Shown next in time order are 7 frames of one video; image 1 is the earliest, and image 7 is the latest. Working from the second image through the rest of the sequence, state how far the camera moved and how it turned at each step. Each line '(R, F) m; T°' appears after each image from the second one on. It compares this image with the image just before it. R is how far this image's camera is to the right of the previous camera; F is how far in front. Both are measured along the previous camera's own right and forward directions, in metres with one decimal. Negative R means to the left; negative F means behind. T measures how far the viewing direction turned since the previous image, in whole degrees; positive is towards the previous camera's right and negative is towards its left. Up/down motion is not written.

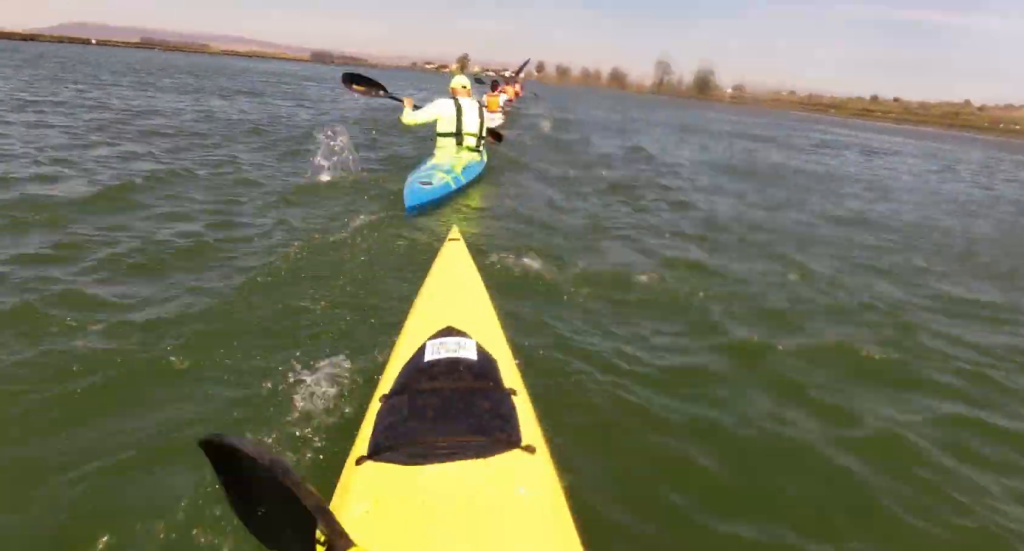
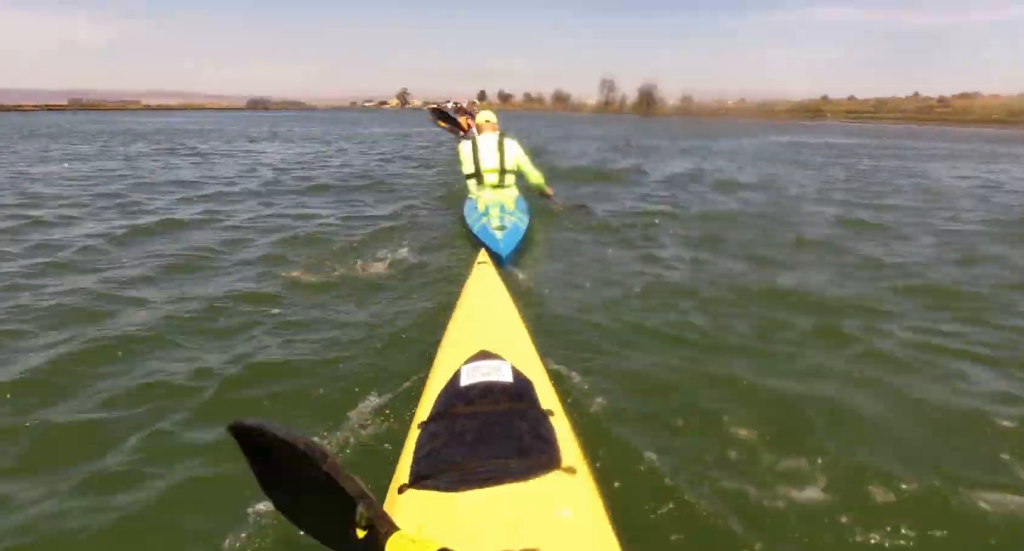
(+2.1, +12.7) m; +10°
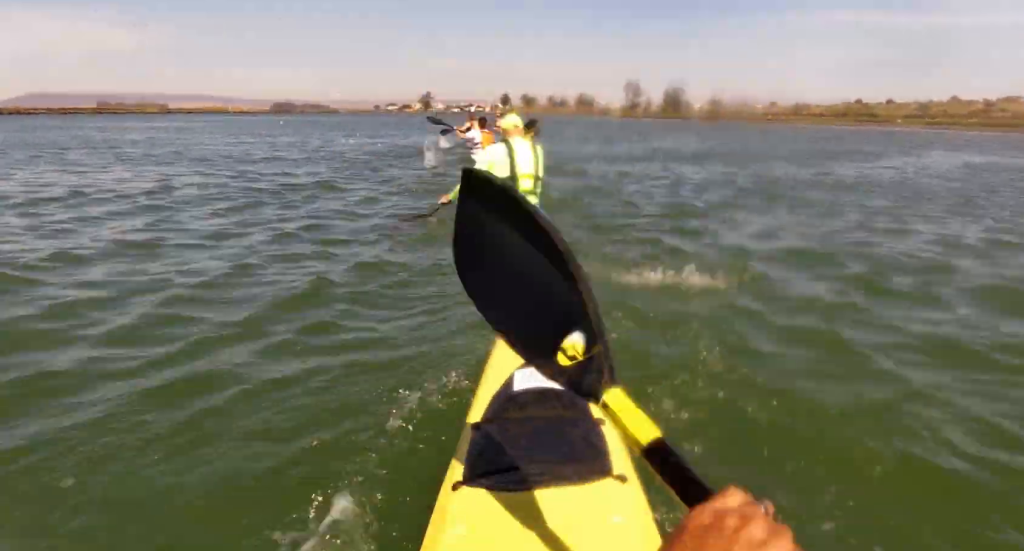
(0.0, +8.0) m; -1°
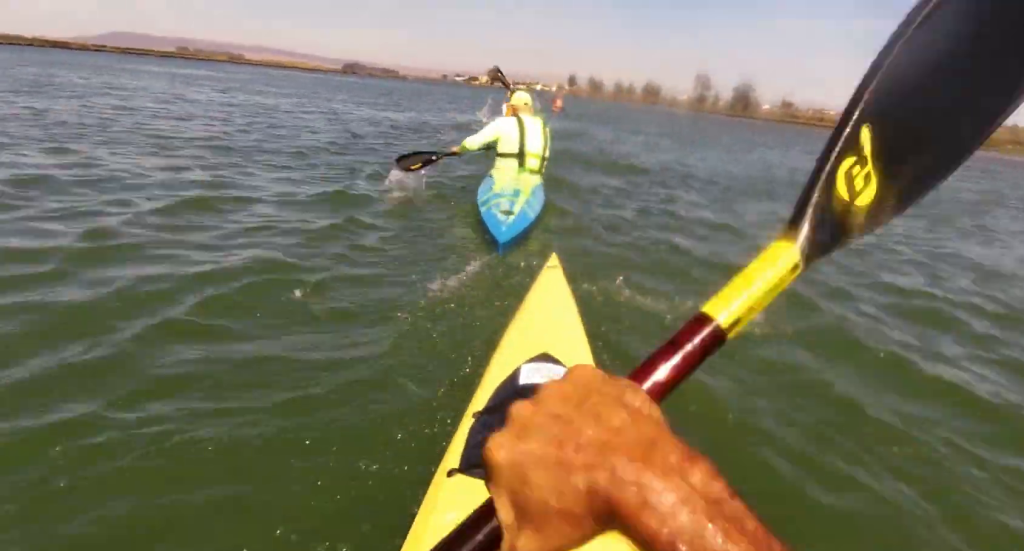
(+0.1, +5.7) m; -11°
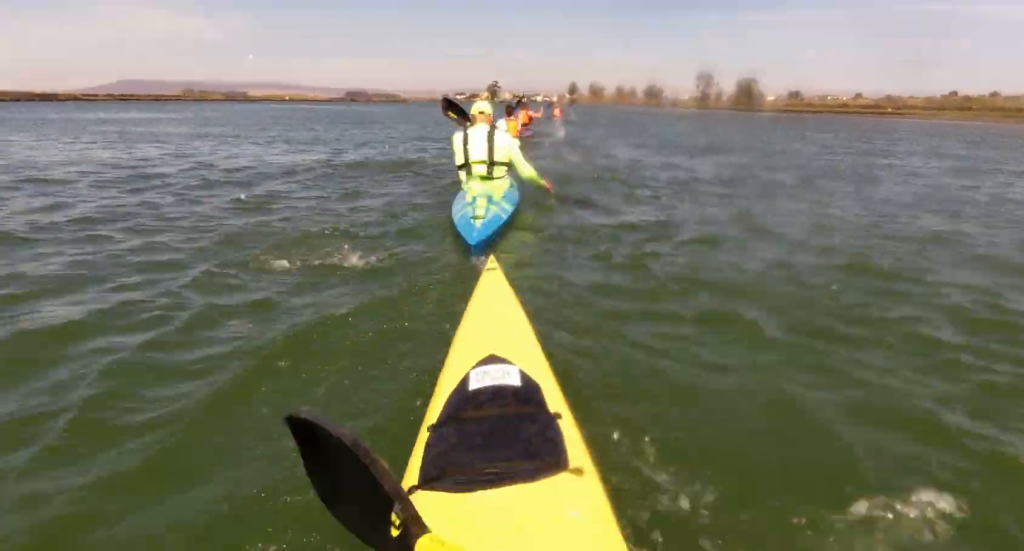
(-1.5, +6.9) m; -1°
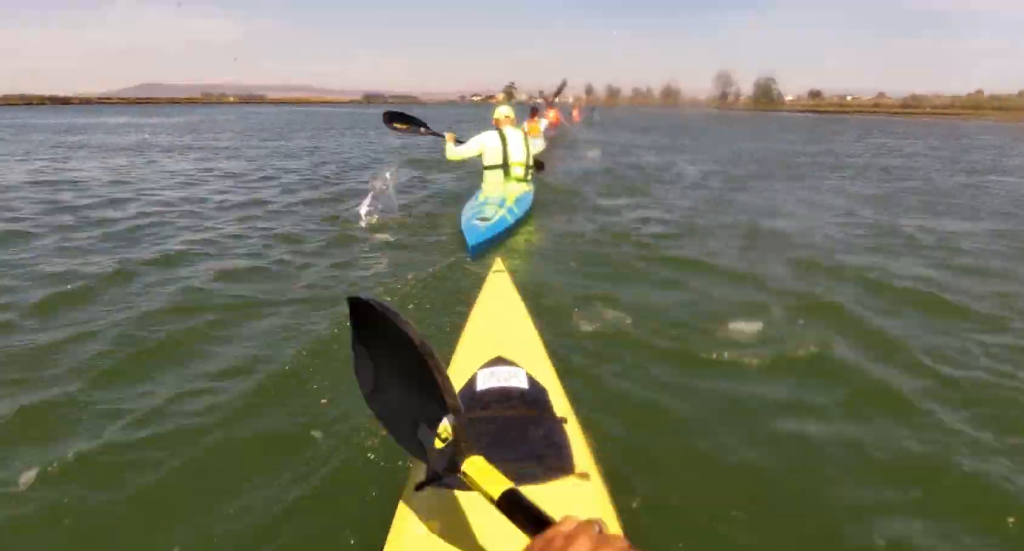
(+0.7, +4.0) m; +6°
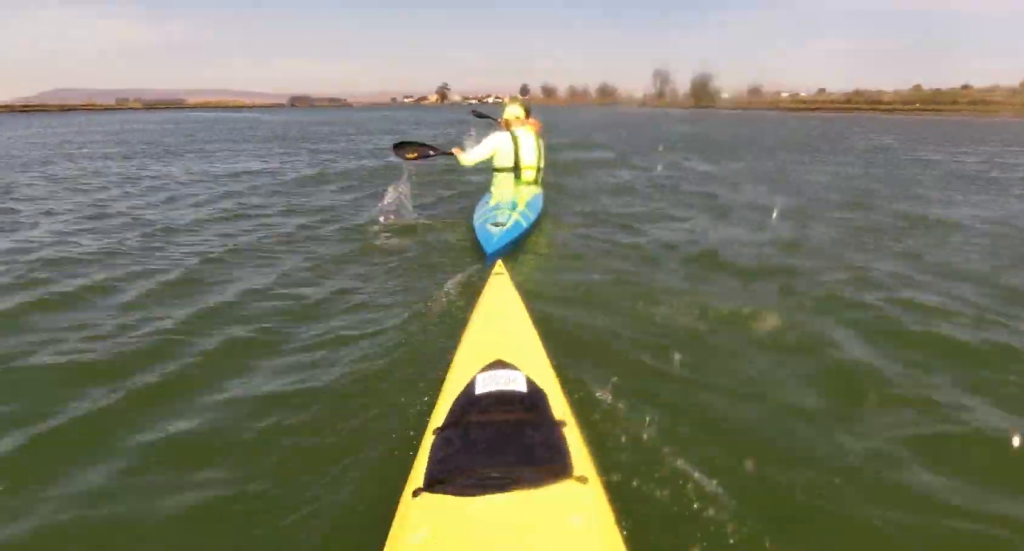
(+1.3, +11.1) m; +7°
